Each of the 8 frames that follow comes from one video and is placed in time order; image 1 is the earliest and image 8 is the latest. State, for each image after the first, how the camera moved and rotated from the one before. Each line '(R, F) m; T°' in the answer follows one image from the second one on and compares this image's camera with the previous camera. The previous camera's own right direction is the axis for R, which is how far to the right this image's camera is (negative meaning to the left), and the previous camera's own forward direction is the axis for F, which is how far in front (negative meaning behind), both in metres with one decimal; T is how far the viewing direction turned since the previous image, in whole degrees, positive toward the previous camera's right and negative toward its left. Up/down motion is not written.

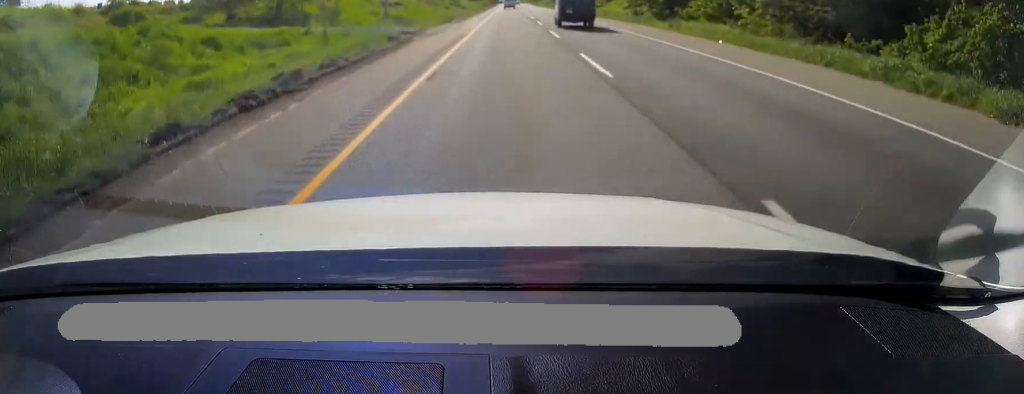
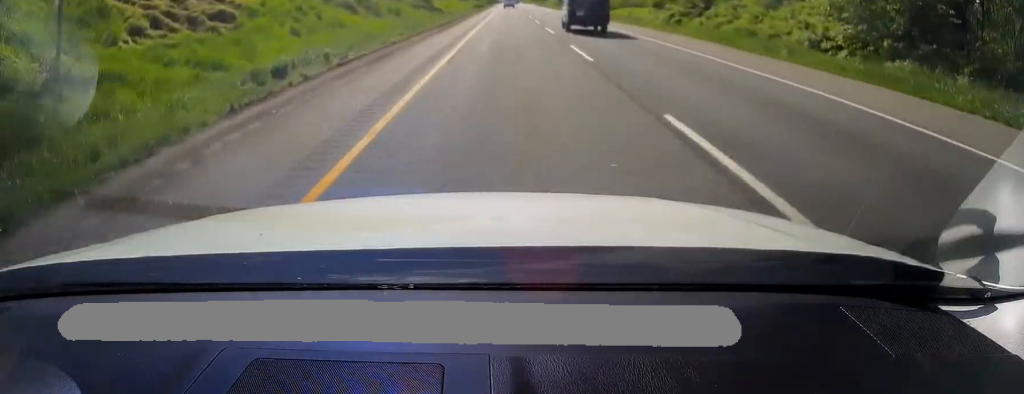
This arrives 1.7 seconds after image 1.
(-0.5, +49.3) m; 0°
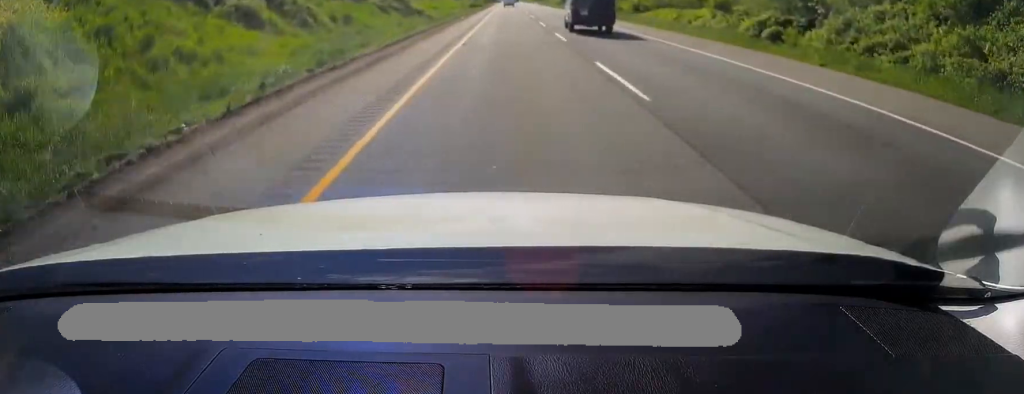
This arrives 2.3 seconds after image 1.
(+0.2, +19.6) m; 0°
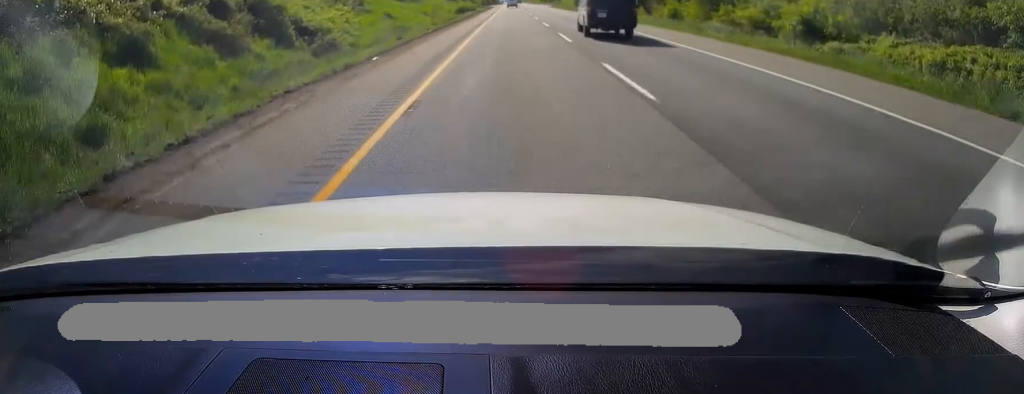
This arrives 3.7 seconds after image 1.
(-0.3, +39.1) m; -1°
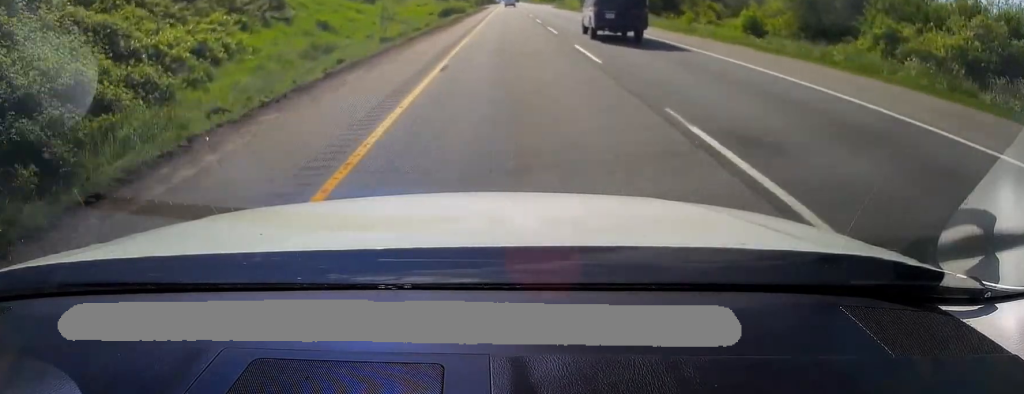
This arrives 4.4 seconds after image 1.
(0.0, +20.5) m; 0°
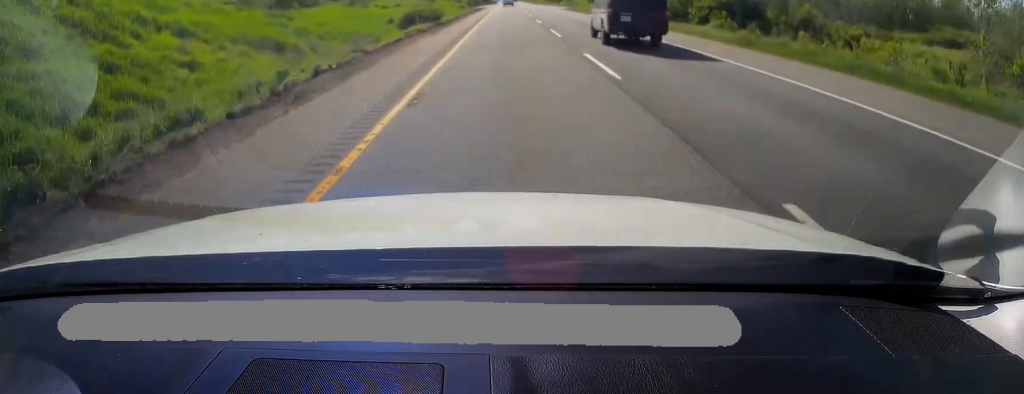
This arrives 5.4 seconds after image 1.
(-0.2, +29.3) m; 0°
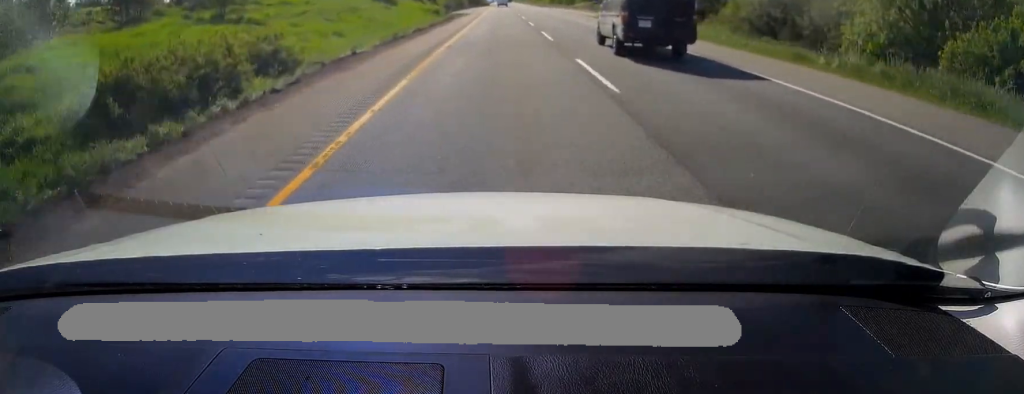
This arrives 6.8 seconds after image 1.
(+0.7, +41.0) m; +2°
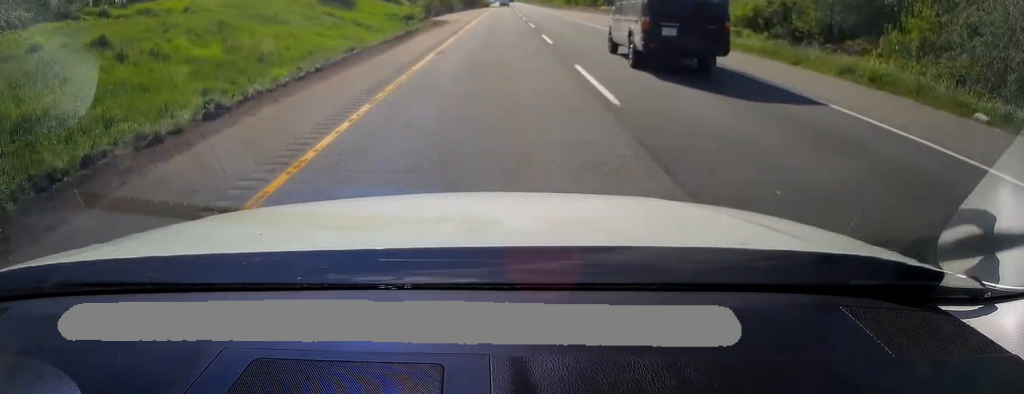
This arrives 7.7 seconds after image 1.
(0.0, +27.3) m; 0°
